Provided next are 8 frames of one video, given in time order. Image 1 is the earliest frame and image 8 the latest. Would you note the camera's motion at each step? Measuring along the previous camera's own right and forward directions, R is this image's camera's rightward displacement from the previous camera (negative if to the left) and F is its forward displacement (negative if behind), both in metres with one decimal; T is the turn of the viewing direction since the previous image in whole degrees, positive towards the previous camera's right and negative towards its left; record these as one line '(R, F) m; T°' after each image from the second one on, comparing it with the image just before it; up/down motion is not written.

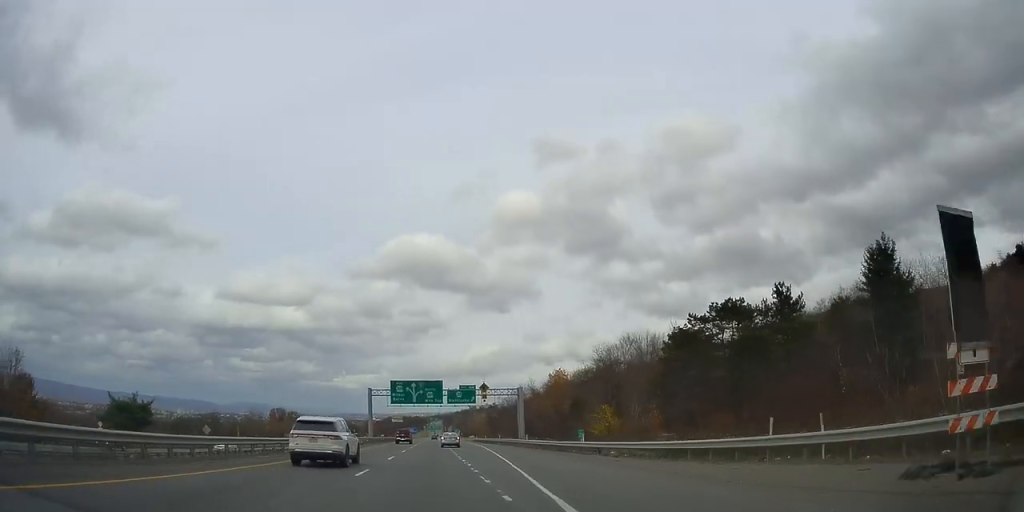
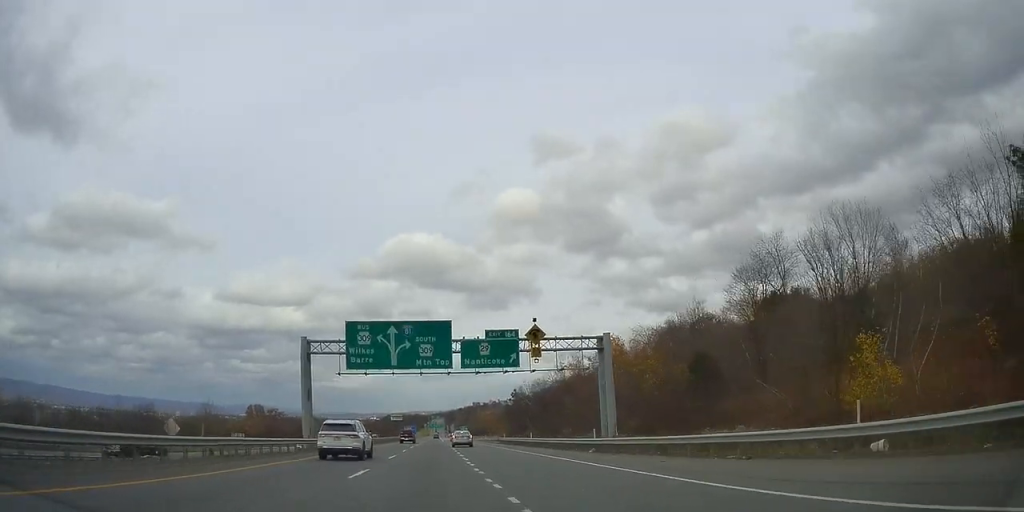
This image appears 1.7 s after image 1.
(+0.2, +49.6) m; 0°
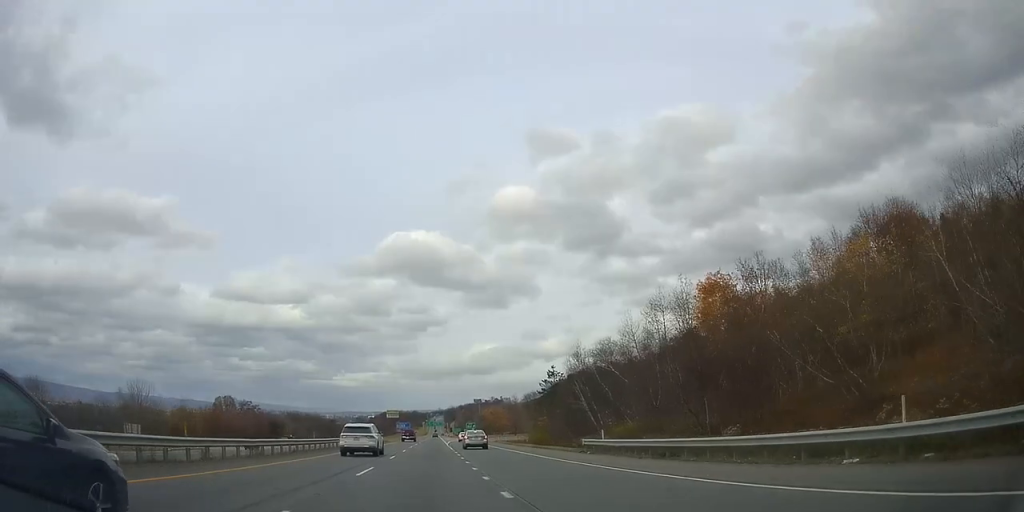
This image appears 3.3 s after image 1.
(-0.4, +47.3) m; 0°
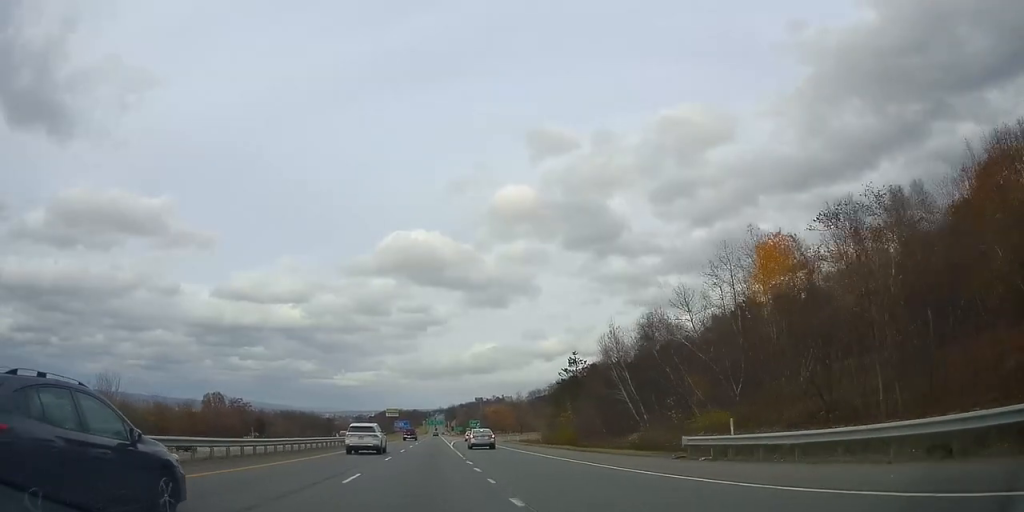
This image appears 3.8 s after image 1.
(+0.2, +14.9) m; 0°
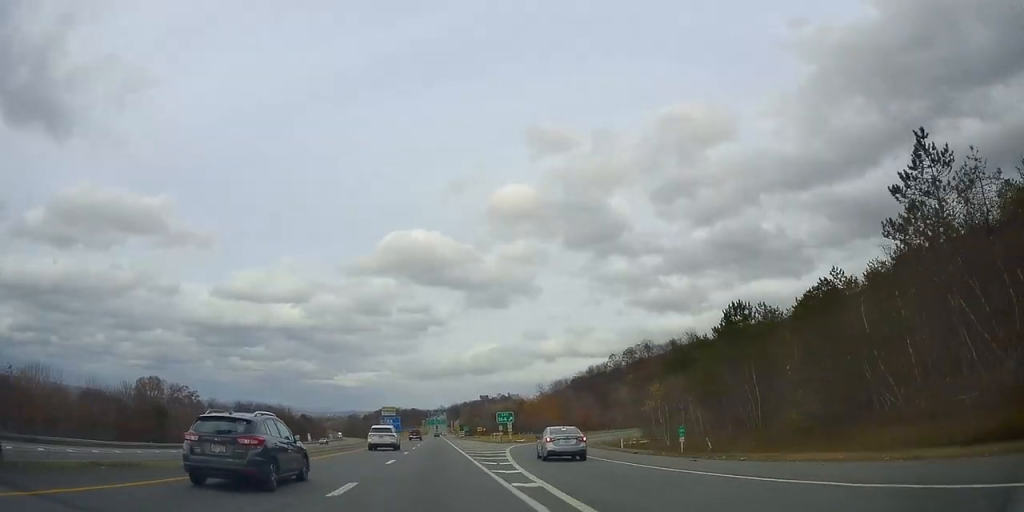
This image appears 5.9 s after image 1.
(+0.1, +64.2) m; 0°
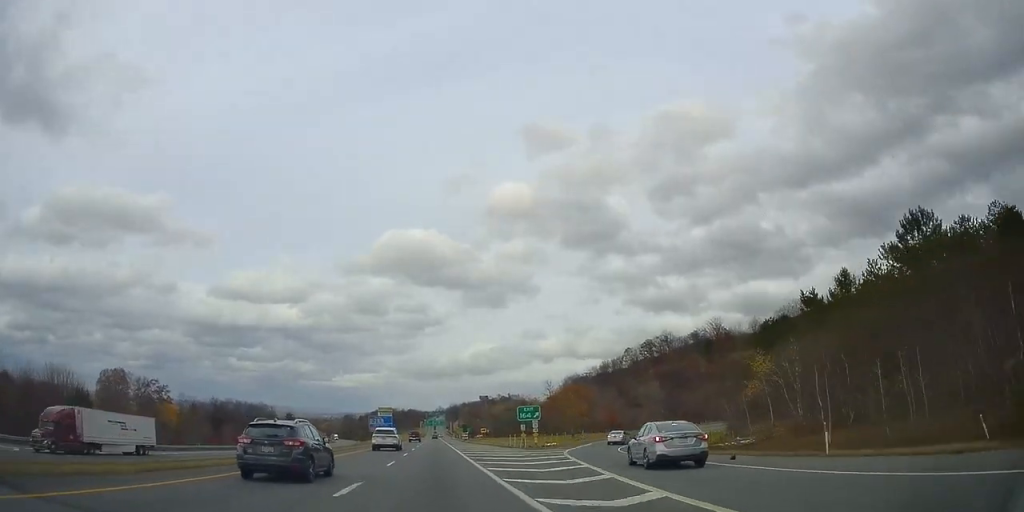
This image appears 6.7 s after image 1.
(0.0, +23.8) m; 0°
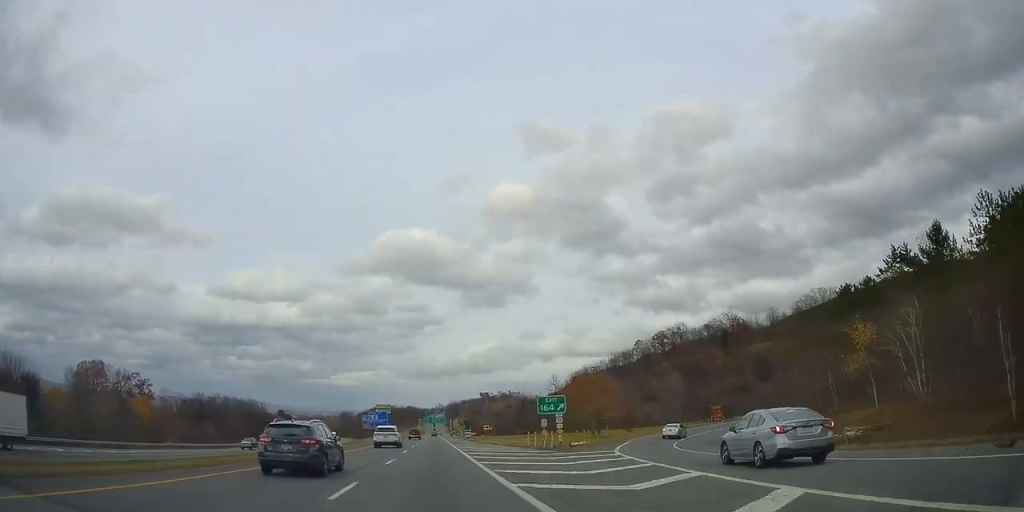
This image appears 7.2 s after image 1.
(0.0, +12.9) m; 0°
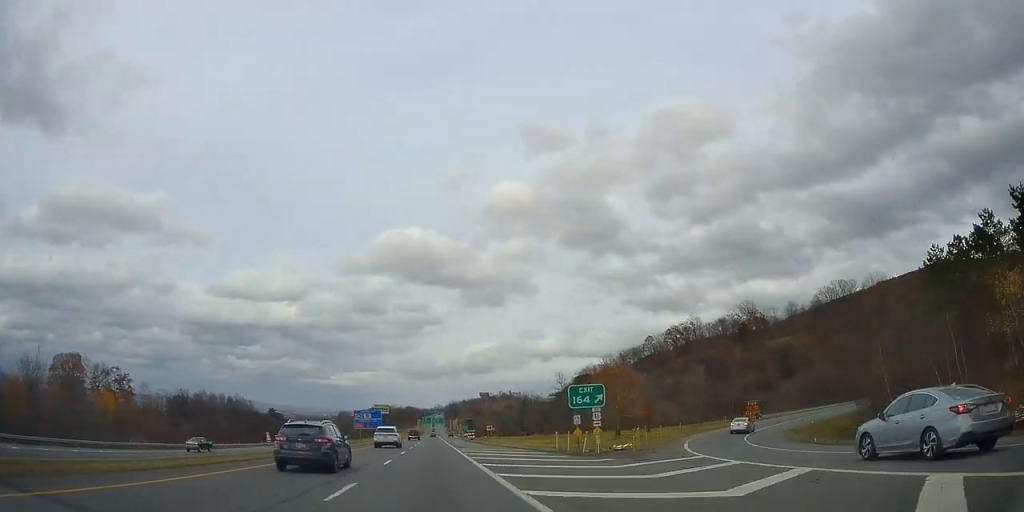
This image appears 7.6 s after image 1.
(0.0, +12.4) m; 0°
